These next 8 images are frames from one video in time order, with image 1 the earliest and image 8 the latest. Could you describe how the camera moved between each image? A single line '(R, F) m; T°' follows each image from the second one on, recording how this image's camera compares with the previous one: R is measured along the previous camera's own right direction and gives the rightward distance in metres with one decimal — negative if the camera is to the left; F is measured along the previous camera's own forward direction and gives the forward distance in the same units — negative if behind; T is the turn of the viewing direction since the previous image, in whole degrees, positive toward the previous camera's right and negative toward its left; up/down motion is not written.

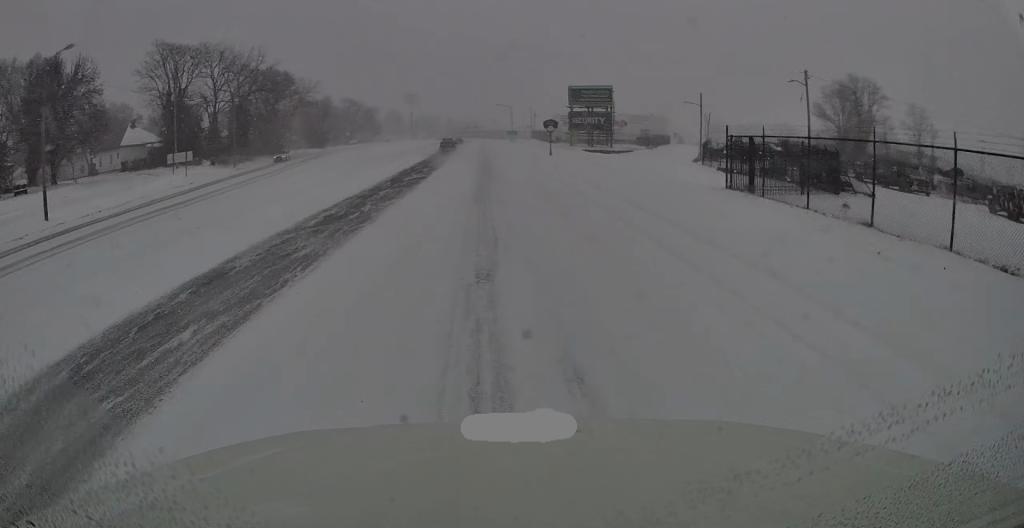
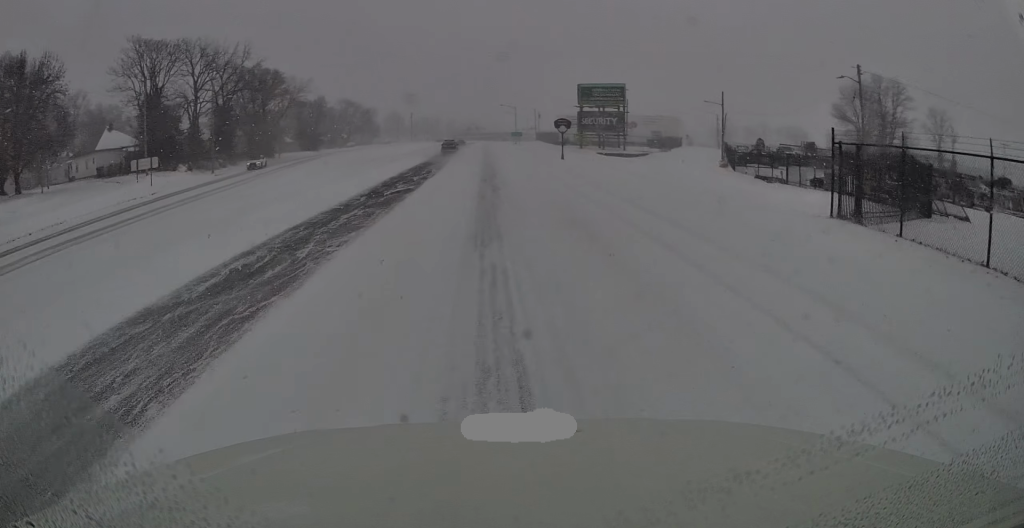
(-0.1, +7.0) m; -1°
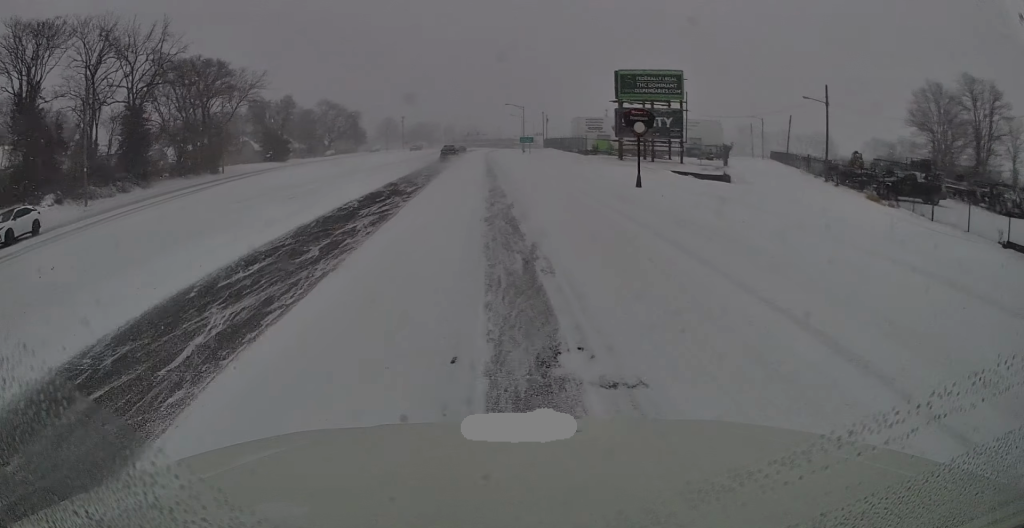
(-0.4, +24.8) m; -1°
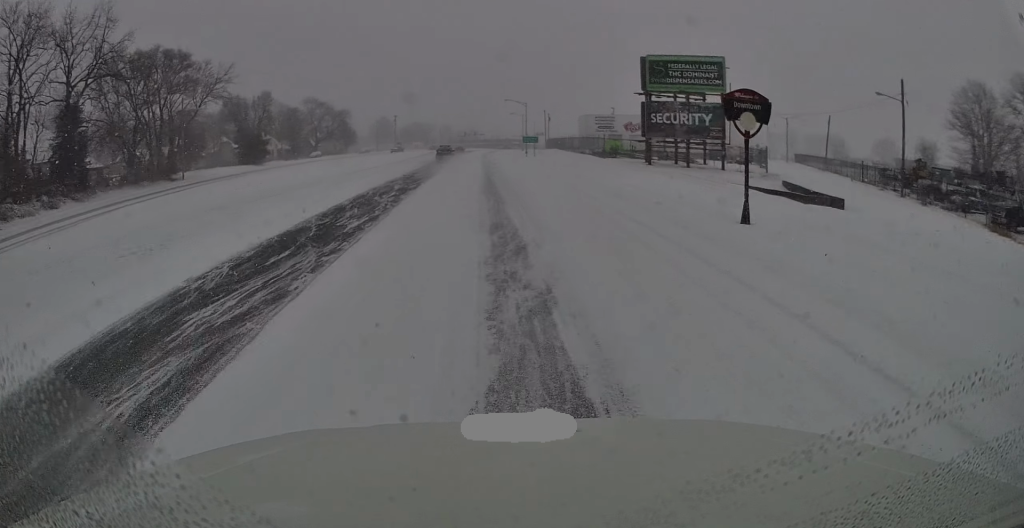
(0.0, +11.9) m; 0°
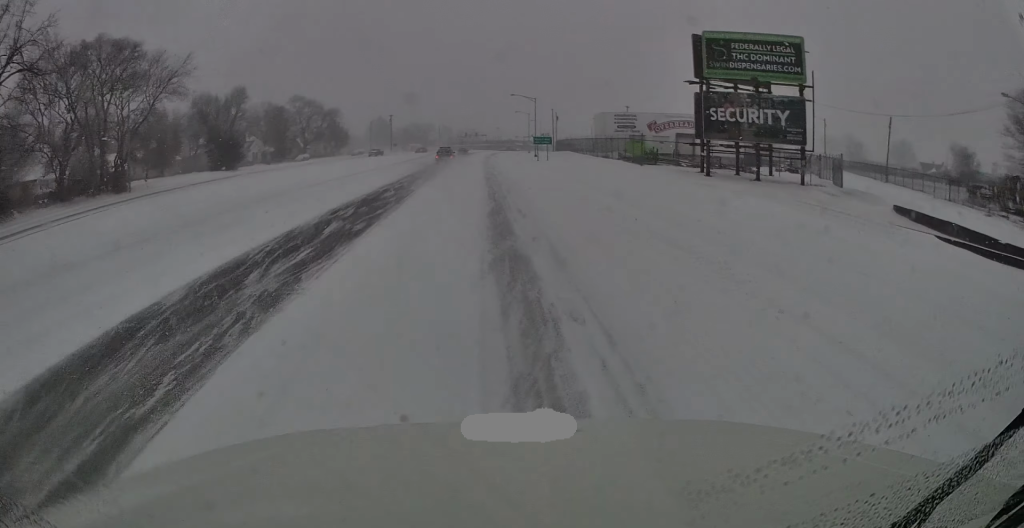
(-0.1, +13.6) m; 0°
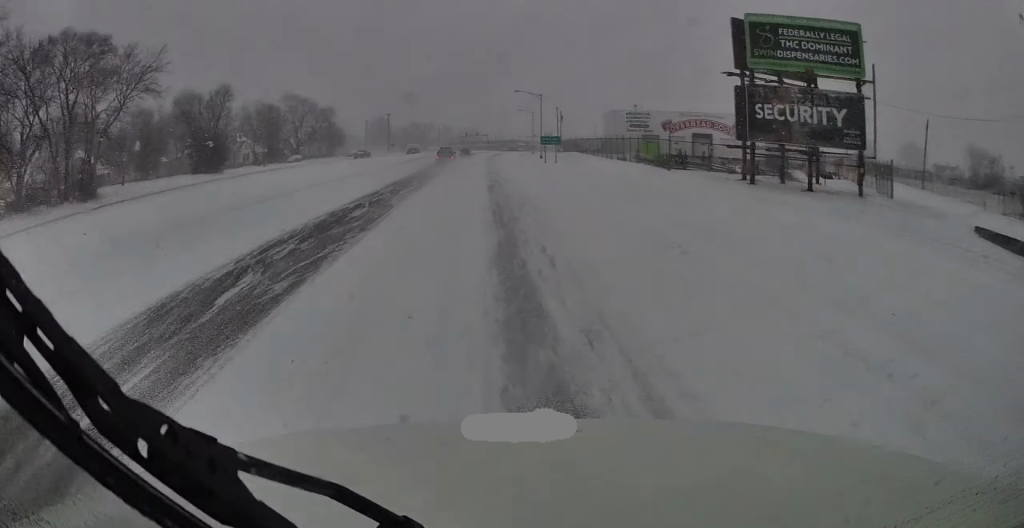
(0.0, +6.8) m; +1°
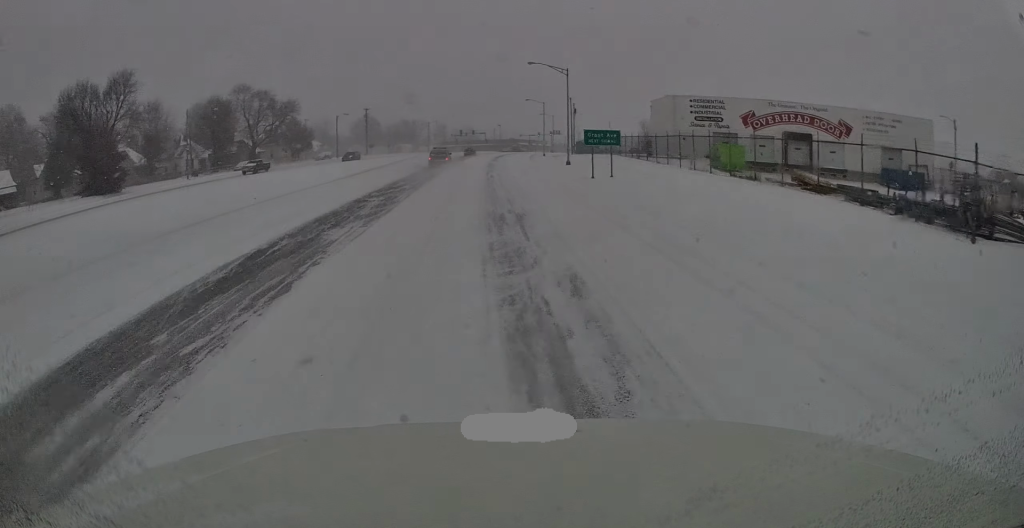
(+0.6, +27.9) m; +1°
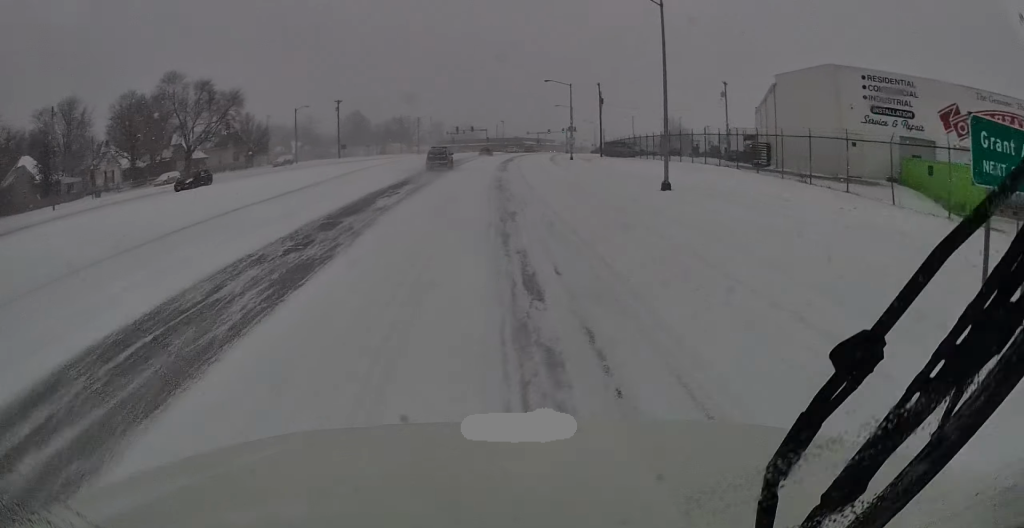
(-0.2, +28.8) m; +1°
